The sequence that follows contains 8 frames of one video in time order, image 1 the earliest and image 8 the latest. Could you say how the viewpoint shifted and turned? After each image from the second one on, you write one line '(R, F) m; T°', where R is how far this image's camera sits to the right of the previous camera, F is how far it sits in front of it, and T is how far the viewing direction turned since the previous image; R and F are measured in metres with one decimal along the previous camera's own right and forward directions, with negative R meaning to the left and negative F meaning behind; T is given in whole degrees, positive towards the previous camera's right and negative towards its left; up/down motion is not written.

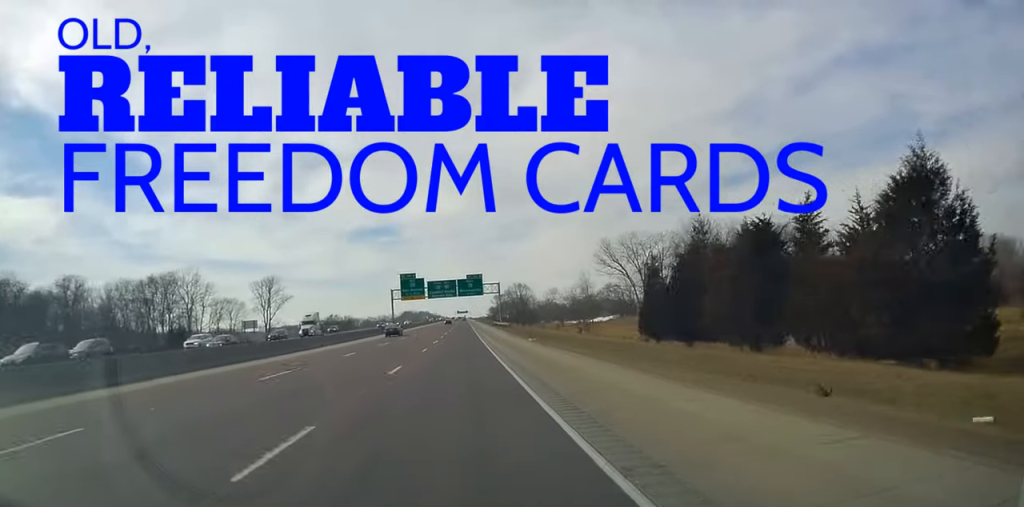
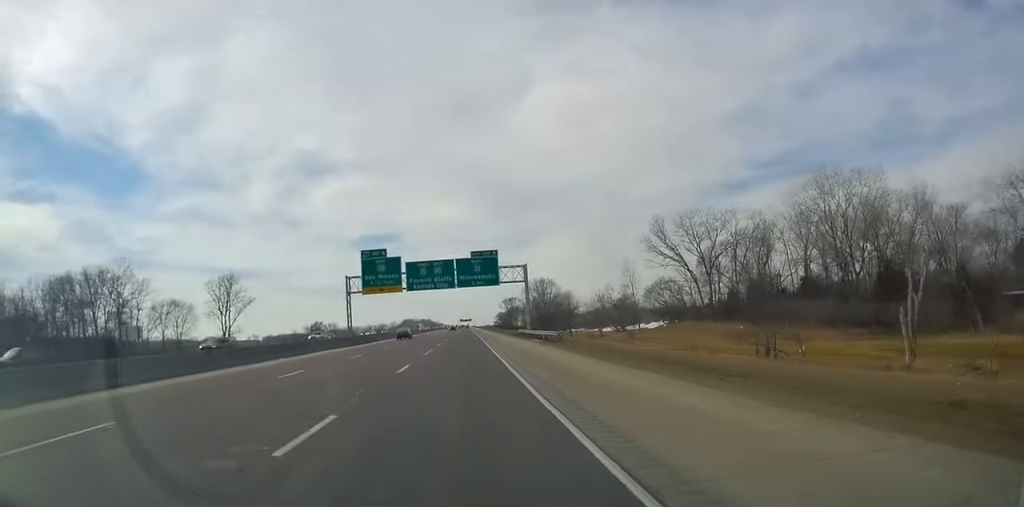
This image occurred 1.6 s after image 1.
(+0.8, +47.8) m; +2°
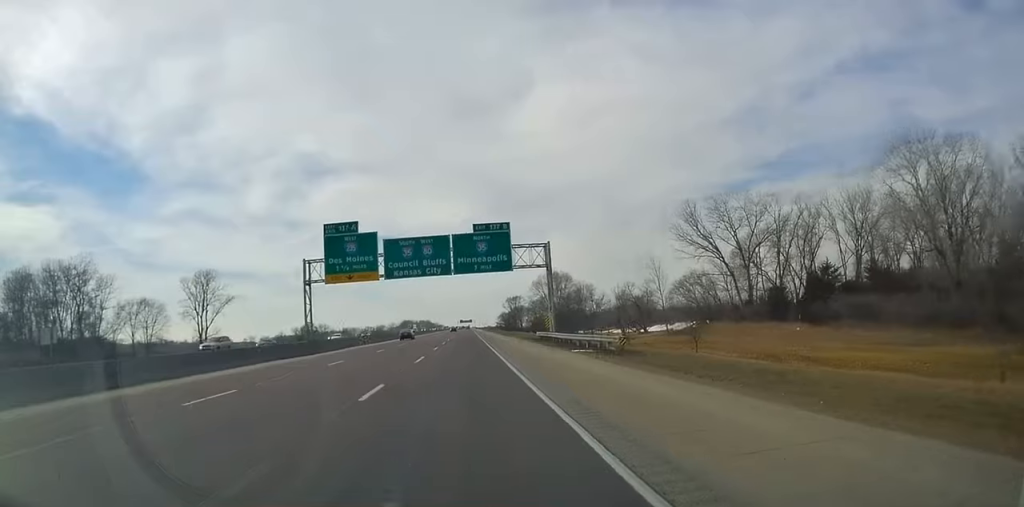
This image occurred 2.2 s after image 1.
(0.0, +19.1) m; 0°
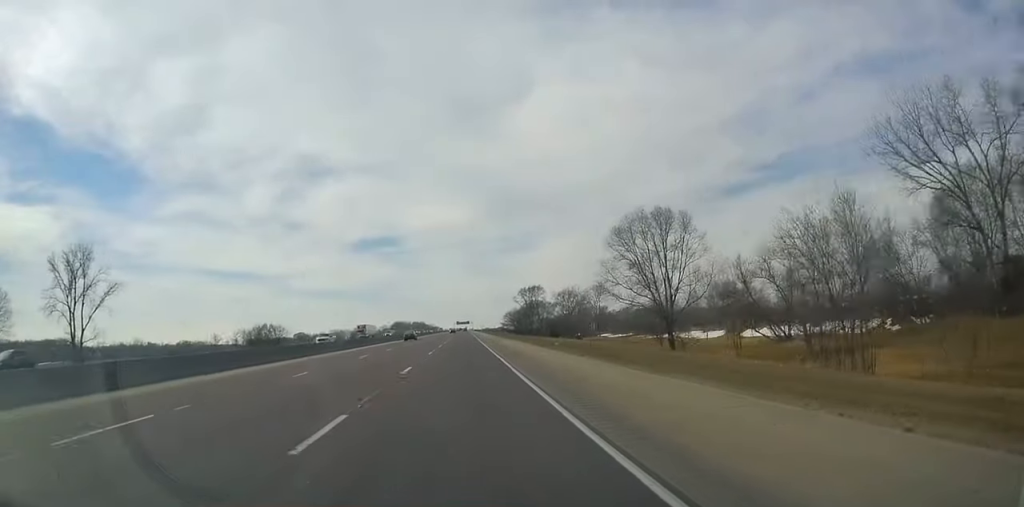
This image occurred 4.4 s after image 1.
(-0.3, +65.5) m; -1°
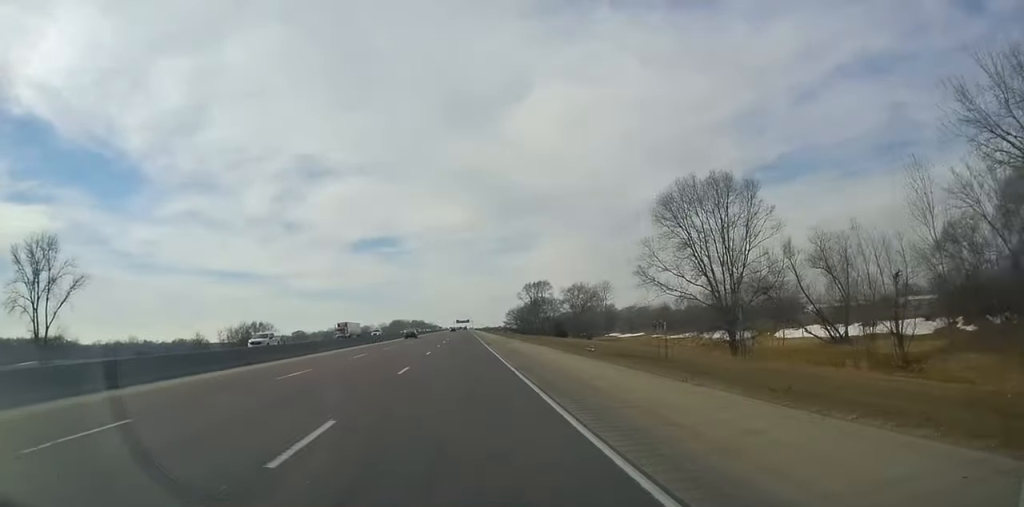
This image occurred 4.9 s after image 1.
(0.0, +13.1) m; 0°
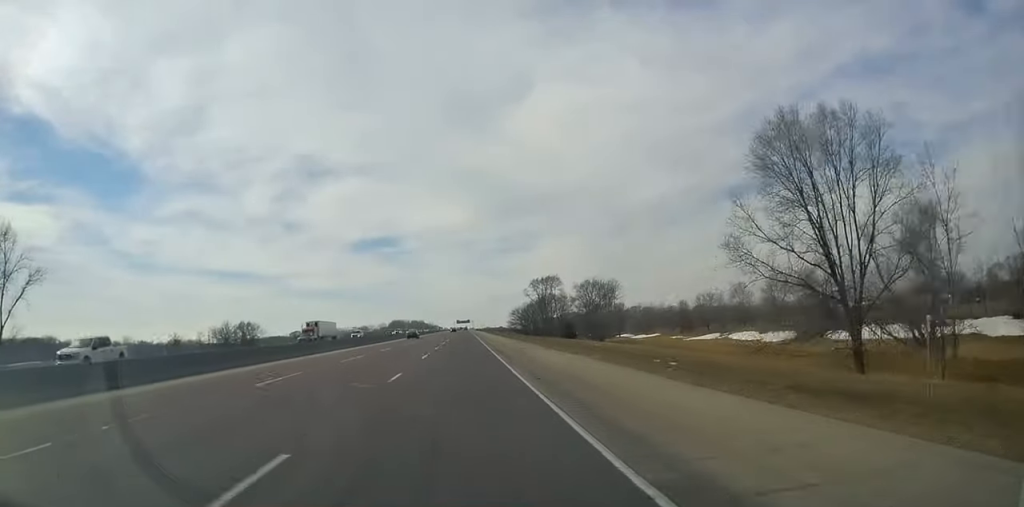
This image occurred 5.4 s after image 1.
(-0.2, +14.3) m; 0°
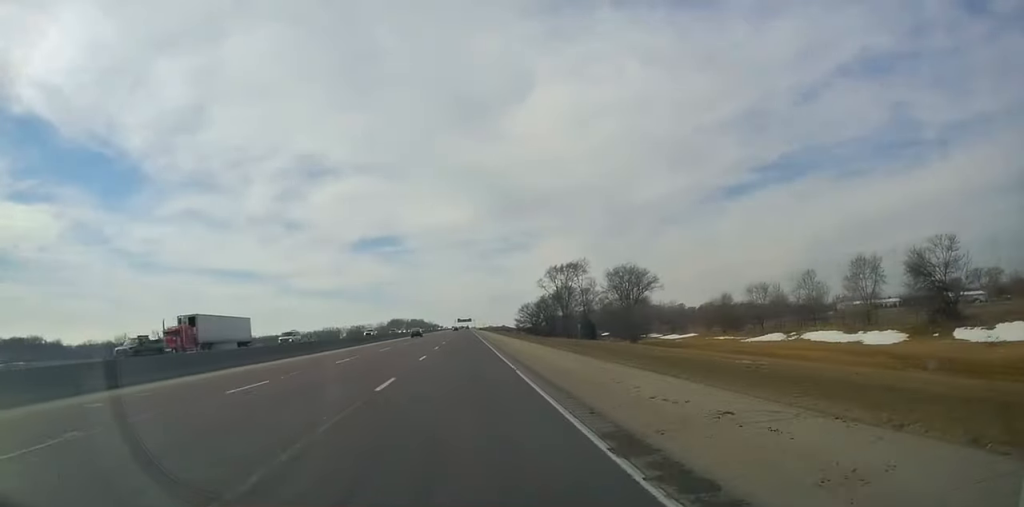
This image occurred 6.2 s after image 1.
(+0.1, +26.2) m; +1°
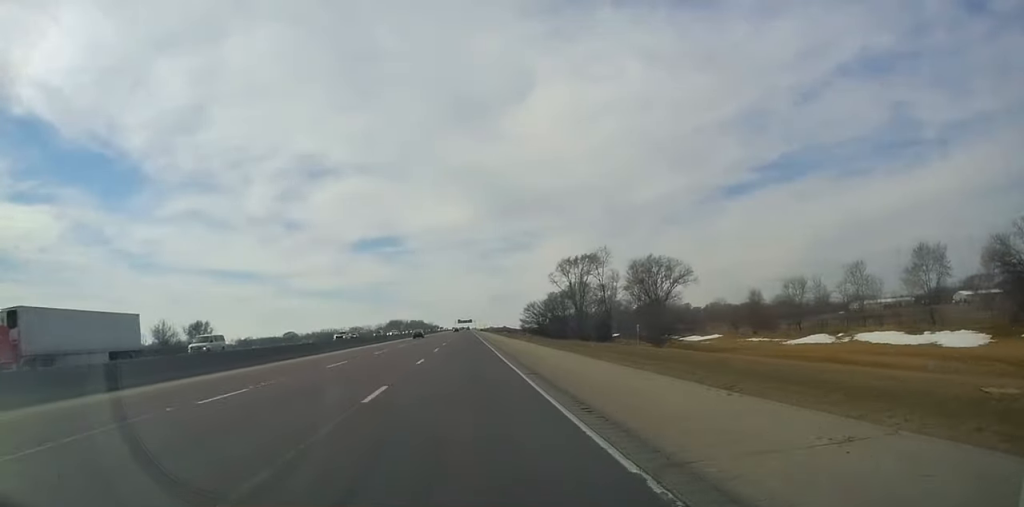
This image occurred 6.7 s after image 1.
(0.0, +14.3) m; 0°
